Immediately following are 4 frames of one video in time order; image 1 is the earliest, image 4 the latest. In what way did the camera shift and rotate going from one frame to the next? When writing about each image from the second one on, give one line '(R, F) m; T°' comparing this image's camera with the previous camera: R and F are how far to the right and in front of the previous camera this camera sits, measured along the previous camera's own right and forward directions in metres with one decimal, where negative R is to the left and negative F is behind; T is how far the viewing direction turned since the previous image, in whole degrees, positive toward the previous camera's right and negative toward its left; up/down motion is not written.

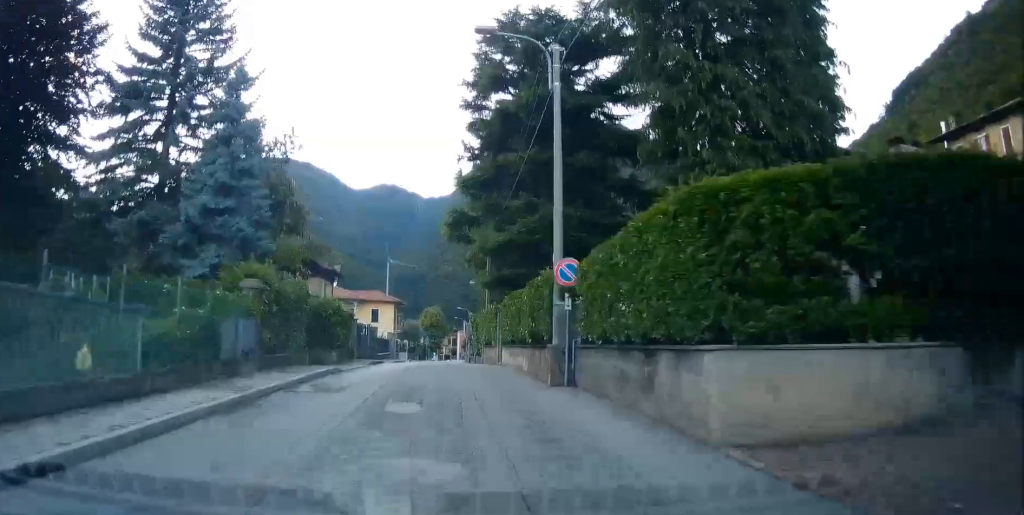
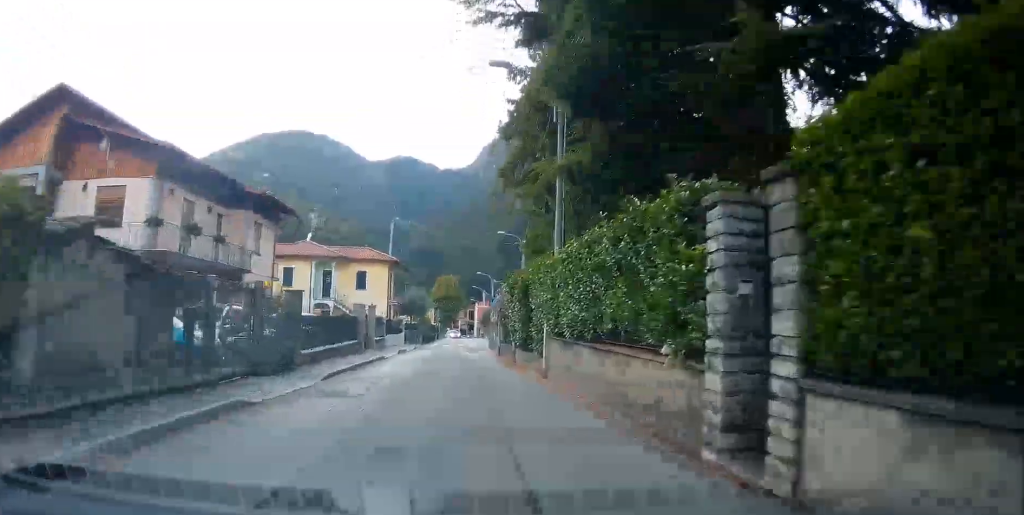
(-0.3, +22.4) m; +3°
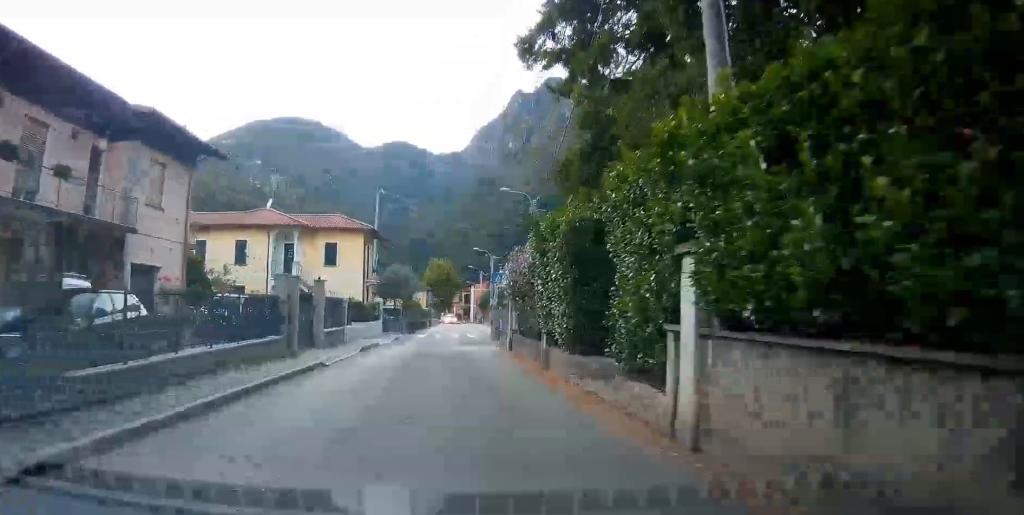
(+0.9, +10.4) m; +7°
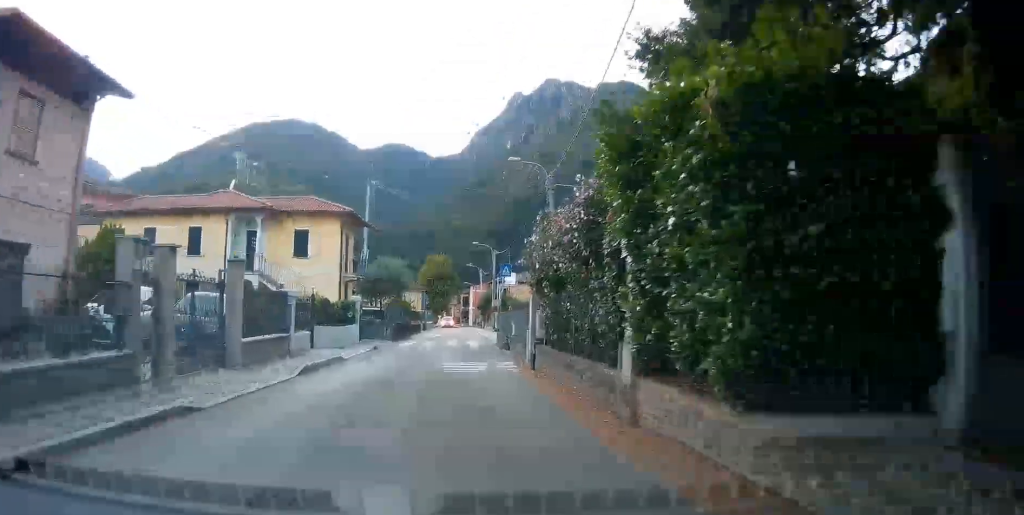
(+0.1, +8.0) m; 0°
